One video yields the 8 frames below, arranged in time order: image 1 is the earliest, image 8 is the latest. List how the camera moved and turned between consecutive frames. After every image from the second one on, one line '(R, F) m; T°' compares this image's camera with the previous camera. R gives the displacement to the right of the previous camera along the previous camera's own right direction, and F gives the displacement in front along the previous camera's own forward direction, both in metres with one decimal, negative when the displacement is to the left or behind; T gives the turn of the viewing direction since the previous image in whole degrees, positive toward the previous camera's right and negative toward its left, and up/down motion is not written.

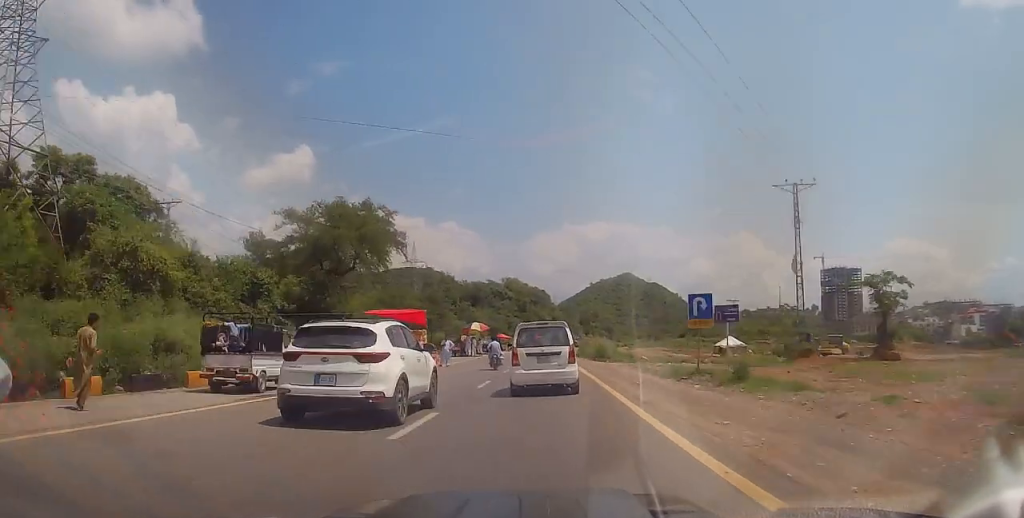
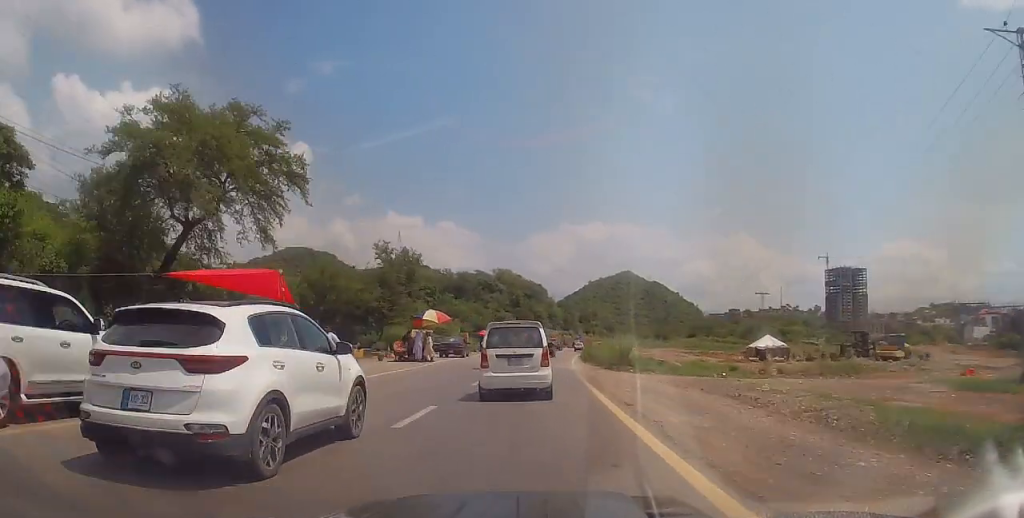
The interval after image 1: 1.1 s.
(-0.2, +17.9) m; -1°
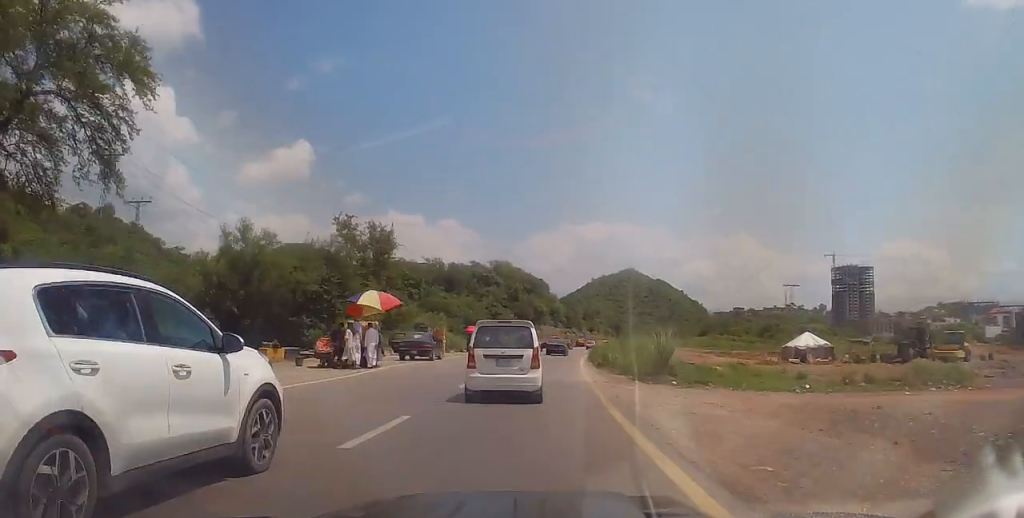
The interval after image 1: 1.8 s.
(-0.1, +11.7) m; 0°
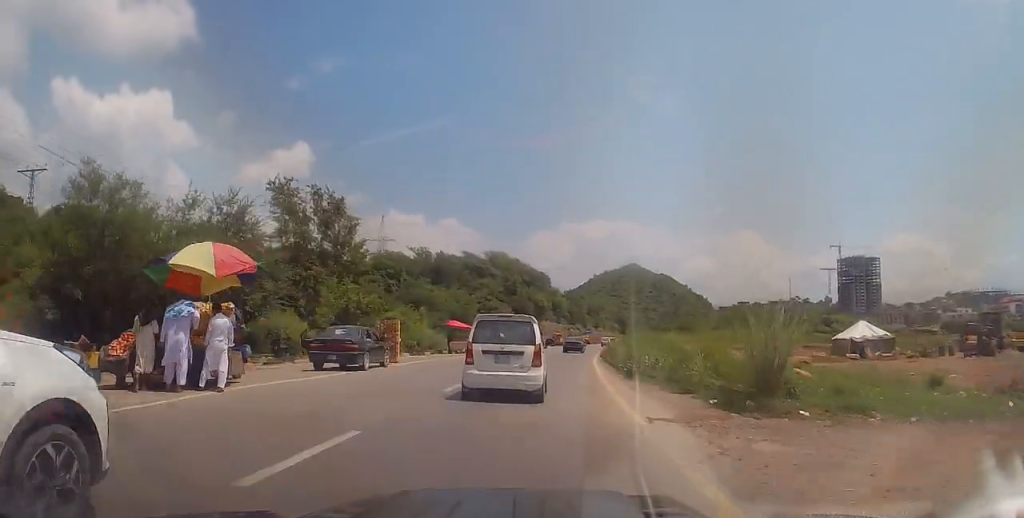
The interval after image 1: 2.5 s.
(0.0, +11.7) m; 0°
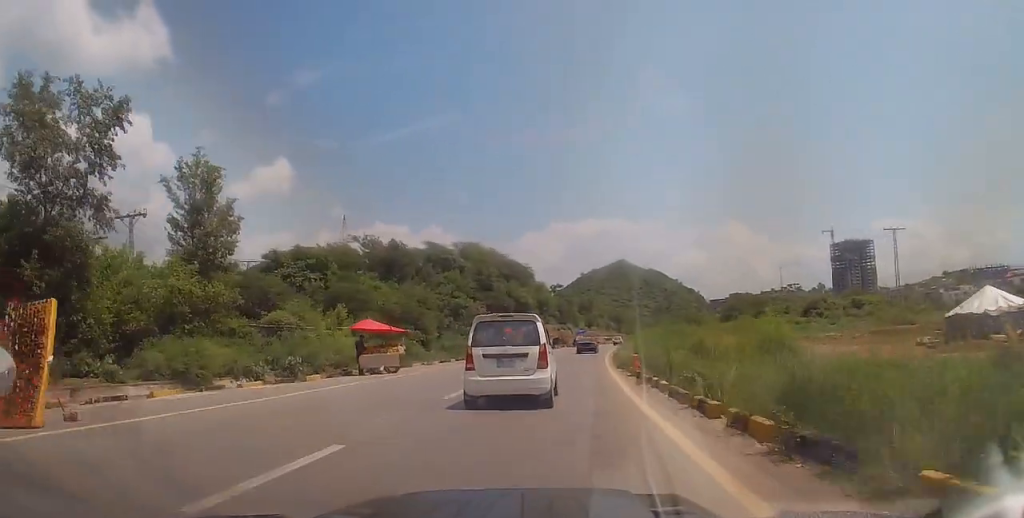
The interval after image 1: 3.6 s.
(+0.1, +19.0) m; +1°
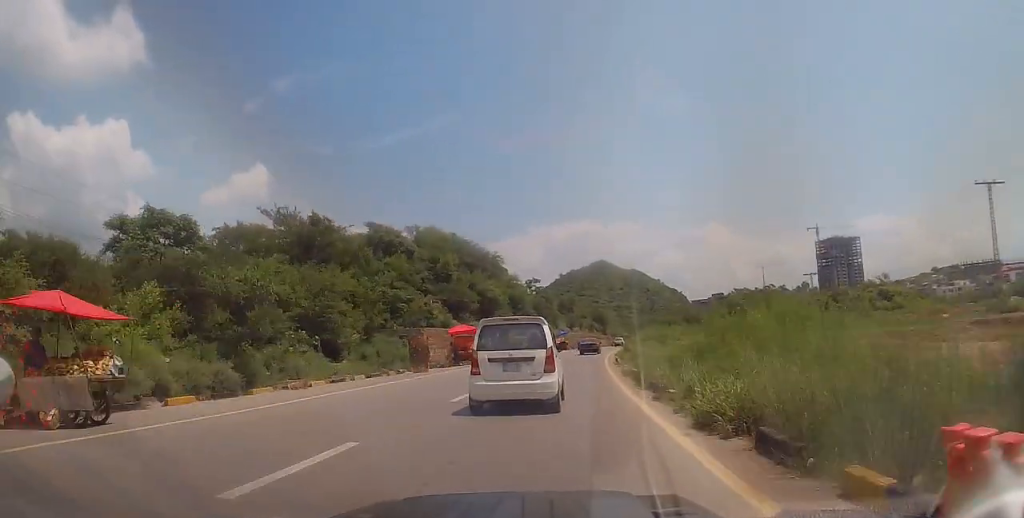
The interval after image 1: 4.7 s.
(+0.4, +17.7) m; +2°
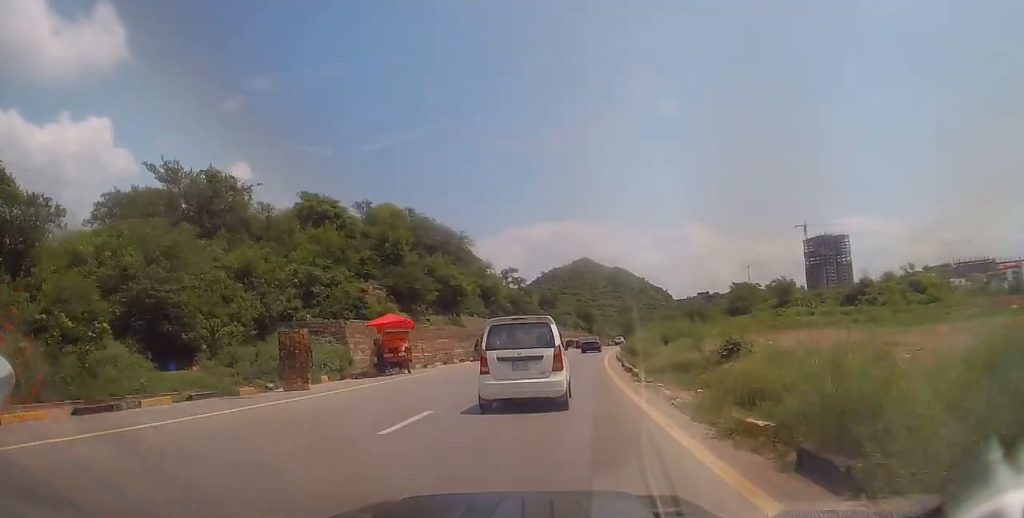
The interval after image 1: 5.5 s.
(+0.3, +14.3) m; +1°
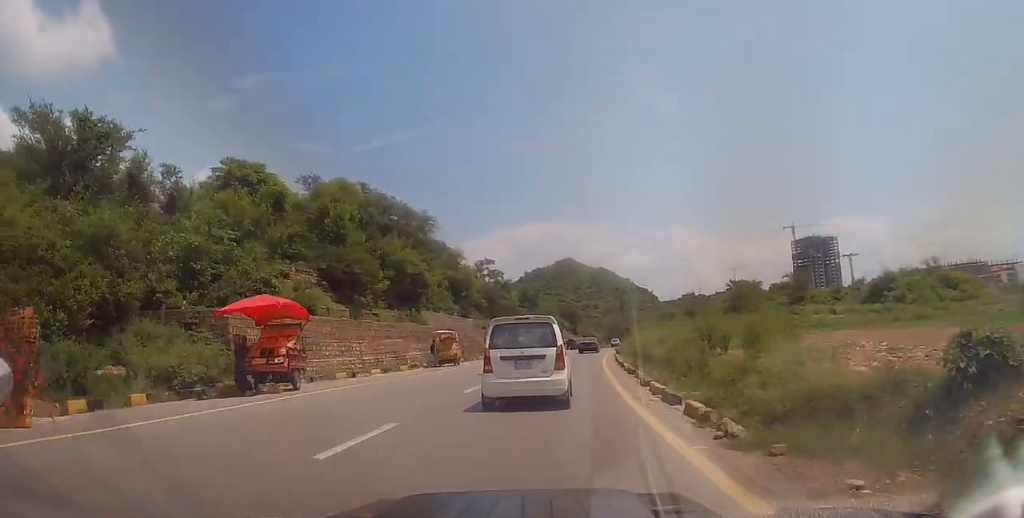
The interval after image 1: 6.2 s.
(-0.1, +11.0) m; +1°
